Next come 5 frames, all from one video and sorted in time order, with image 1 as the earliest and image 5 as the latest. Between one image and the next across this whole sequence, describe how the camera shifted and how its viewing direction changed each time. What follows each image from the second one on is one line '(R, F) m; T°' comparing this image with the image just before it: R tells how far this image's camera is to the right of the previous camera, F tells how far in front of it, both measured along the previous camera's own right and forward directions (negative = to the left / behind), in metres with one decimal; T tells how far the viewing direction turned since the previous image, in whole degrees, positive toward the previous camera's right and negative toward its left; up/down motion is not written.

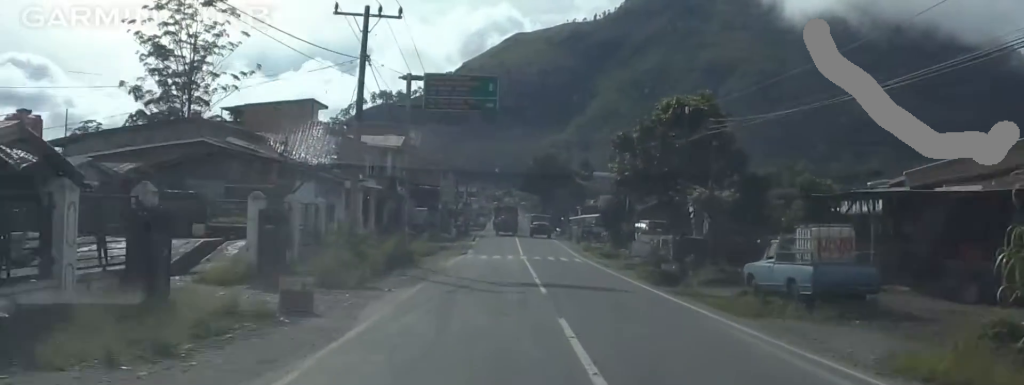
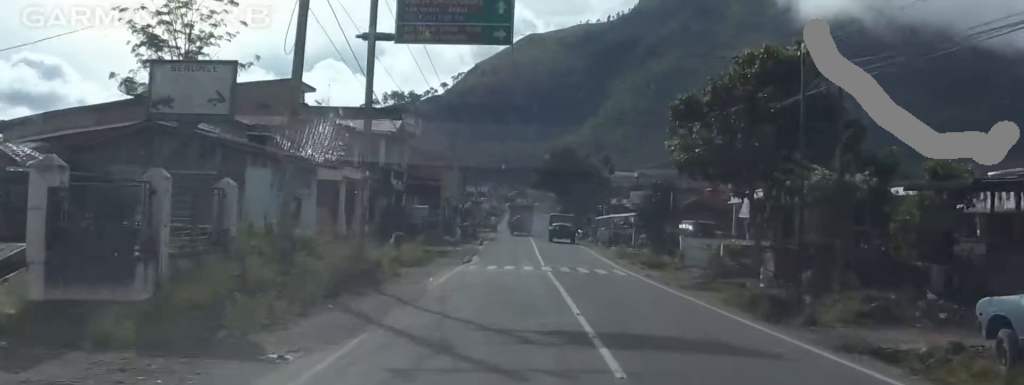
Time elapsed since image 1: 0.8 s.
(+1.3, +11.1) m; +2°
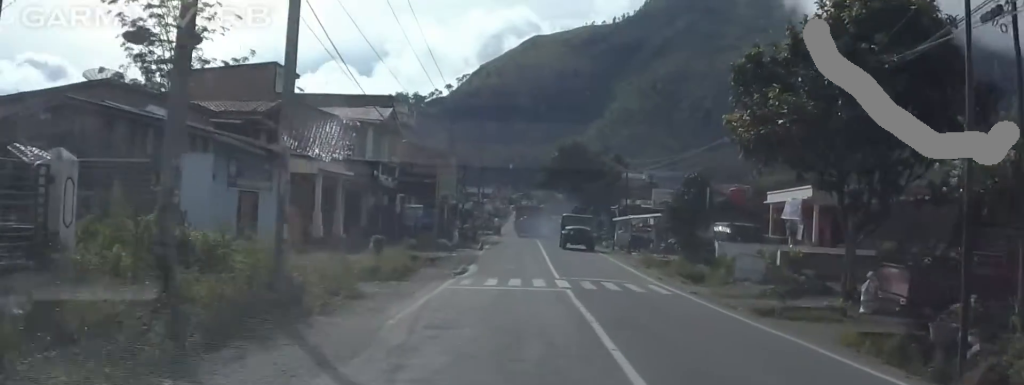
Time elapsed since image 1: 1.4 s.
(+0.2, +7.3) m; -2°
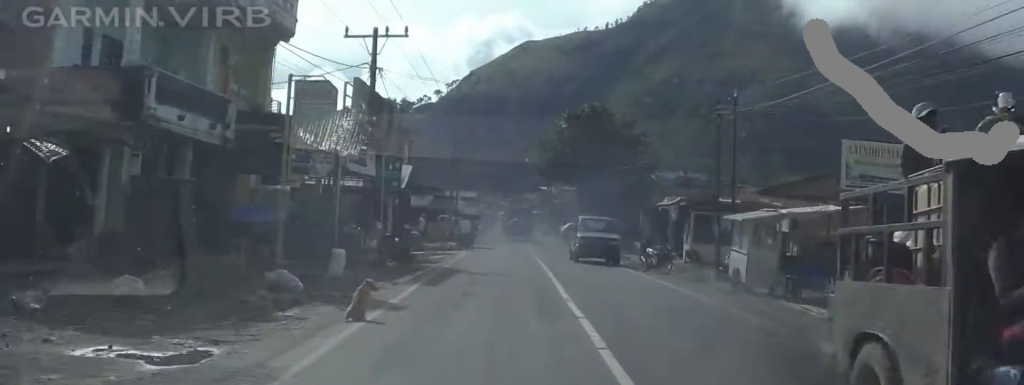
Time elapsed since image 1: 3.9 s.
(-2.4, +30.3) m; -2°
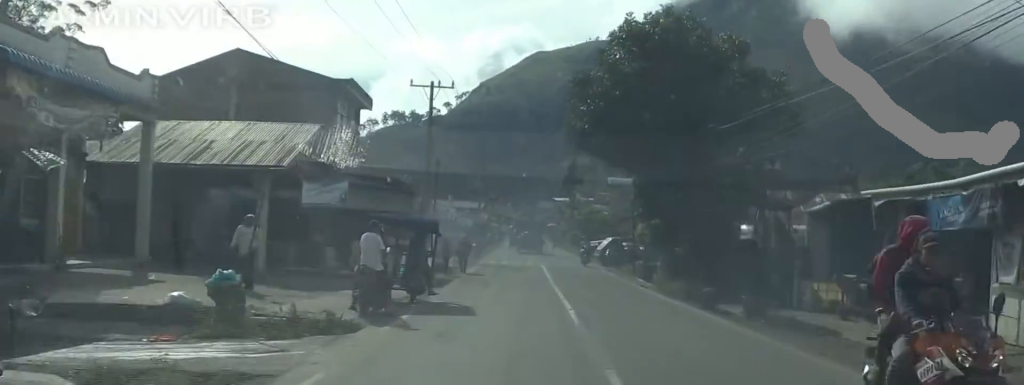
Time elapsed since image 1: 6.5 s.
(-1.5, +30.0) m; -1°
